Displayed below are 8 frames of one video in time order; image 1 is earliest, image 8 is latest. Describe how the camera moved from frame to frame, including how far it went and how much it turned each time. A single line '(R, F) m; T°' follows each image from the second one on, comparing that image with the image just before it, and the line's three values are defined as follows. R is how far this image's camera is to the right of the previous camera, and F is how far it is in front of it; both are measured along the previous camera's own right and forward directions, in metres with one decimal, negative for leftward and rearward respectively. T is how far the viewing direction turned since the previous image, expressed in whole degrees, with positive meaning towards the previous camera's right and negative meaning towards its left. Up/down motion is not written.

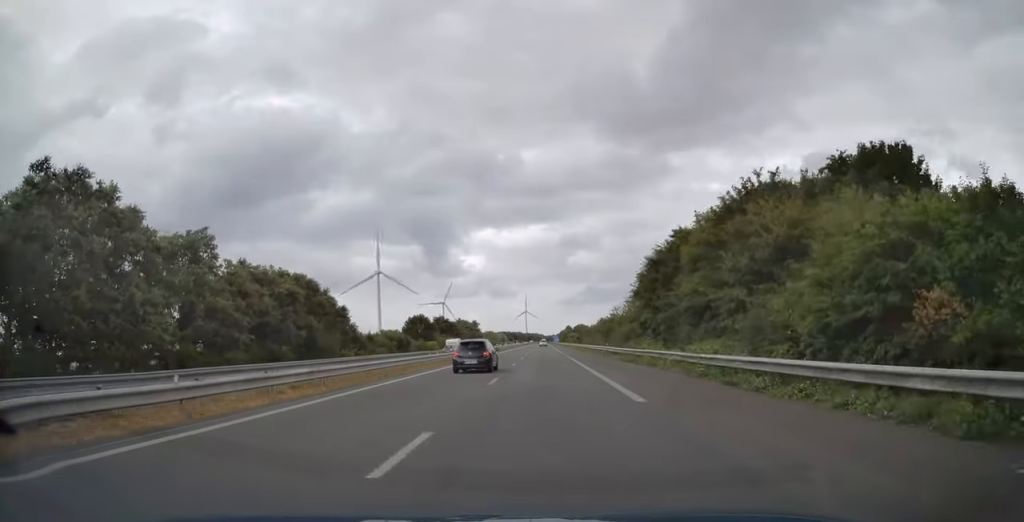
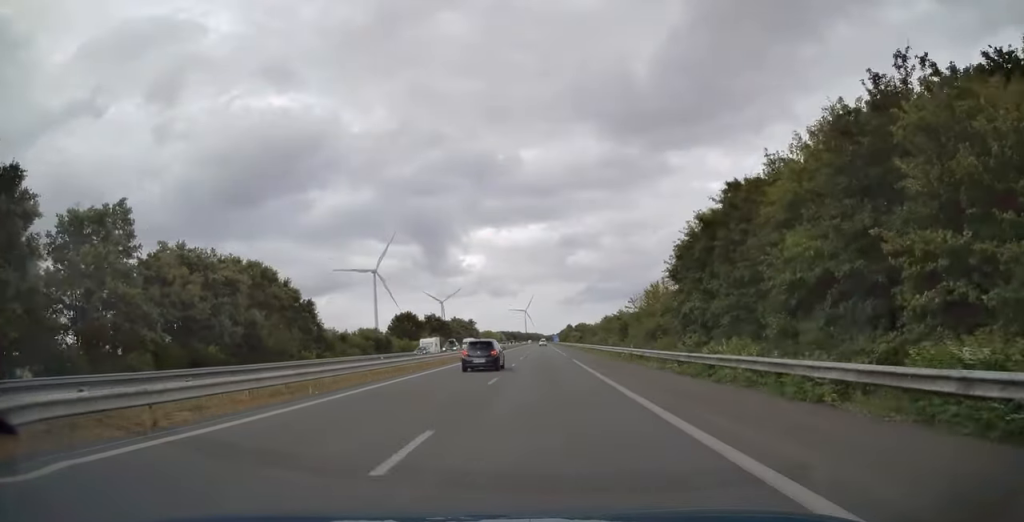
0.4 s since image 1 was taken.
(+0.1, +12.8) m; 0°
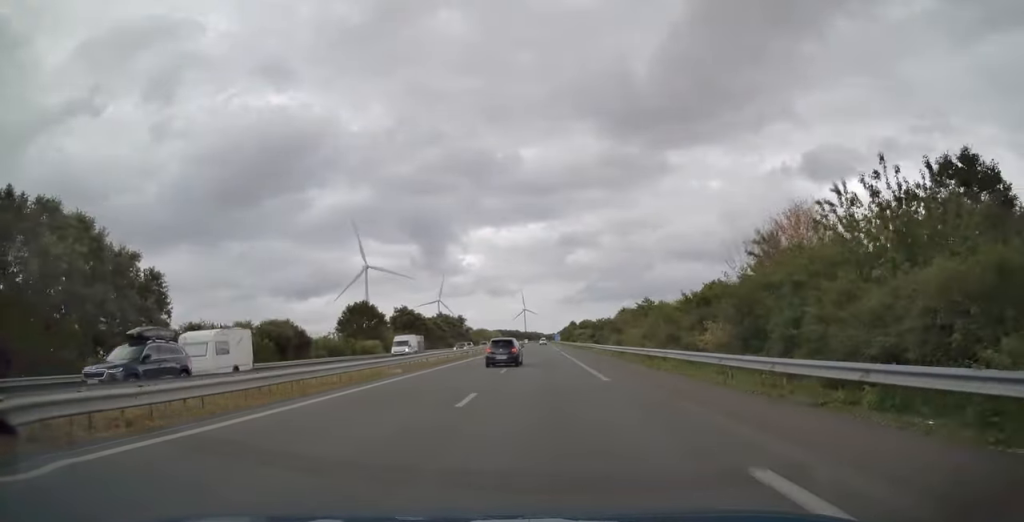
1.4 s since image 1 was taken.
(+0.2, +32.6) m; 0°
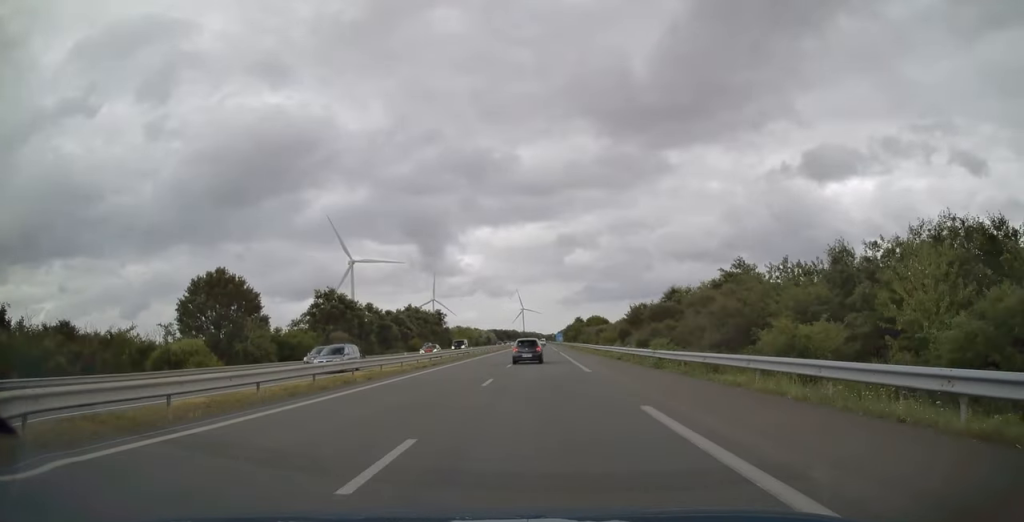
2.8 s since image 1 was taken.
(+0.1, +46.0) m; 0°
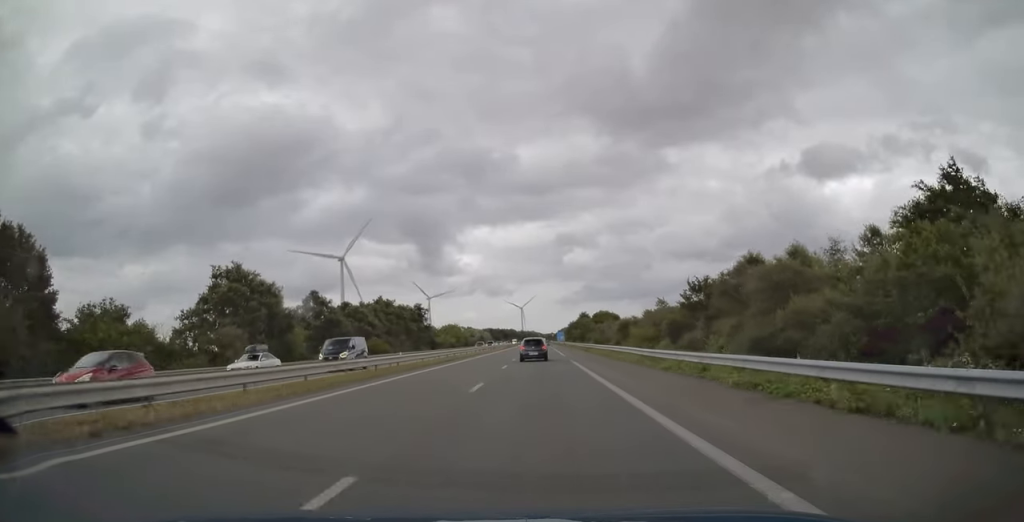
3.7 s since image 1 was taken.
(0.0, +28.3) m; 0°
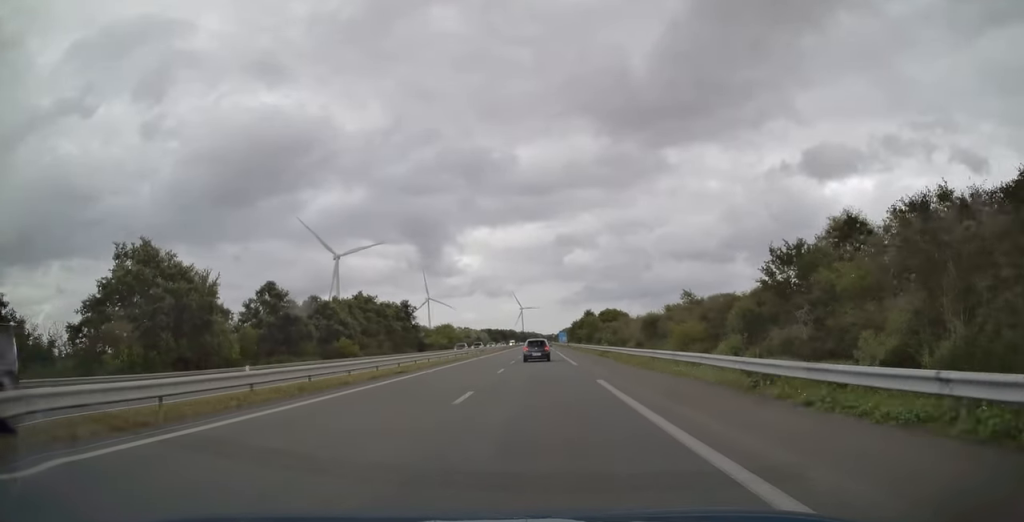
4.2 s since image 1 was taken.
(0.0, +15.5) m; 0°
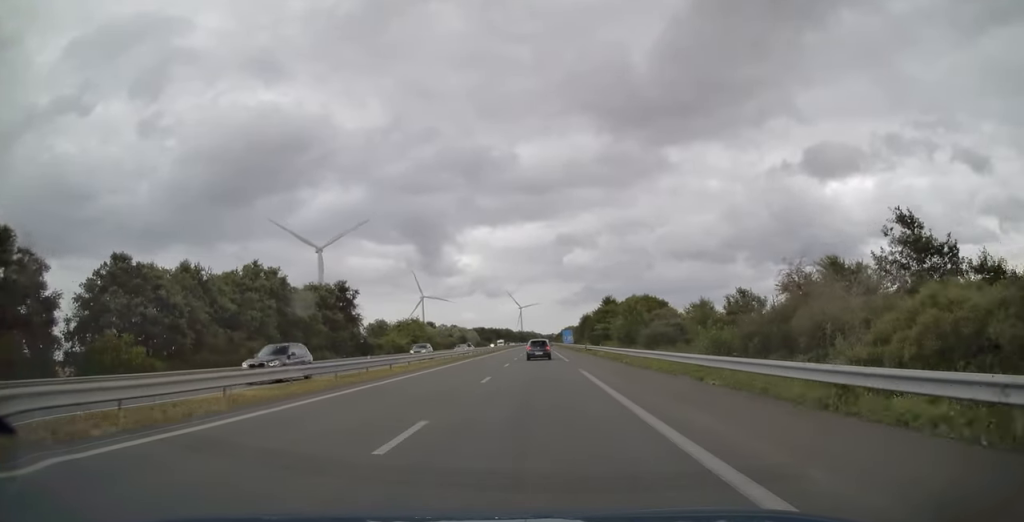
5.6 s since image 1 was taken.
(-0.4, +45.0) m; 0°
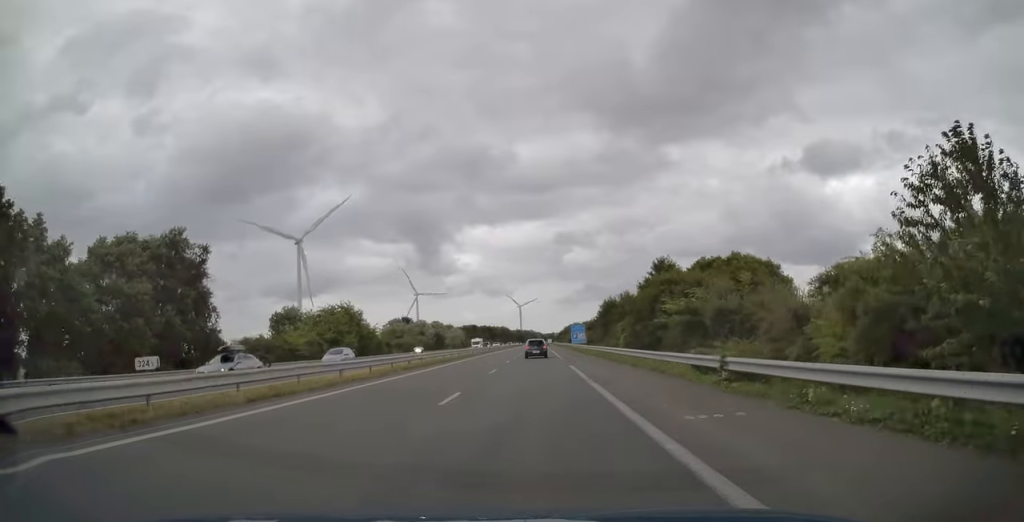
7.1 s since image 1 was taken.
(+0.4, +46.8) m; +1°
